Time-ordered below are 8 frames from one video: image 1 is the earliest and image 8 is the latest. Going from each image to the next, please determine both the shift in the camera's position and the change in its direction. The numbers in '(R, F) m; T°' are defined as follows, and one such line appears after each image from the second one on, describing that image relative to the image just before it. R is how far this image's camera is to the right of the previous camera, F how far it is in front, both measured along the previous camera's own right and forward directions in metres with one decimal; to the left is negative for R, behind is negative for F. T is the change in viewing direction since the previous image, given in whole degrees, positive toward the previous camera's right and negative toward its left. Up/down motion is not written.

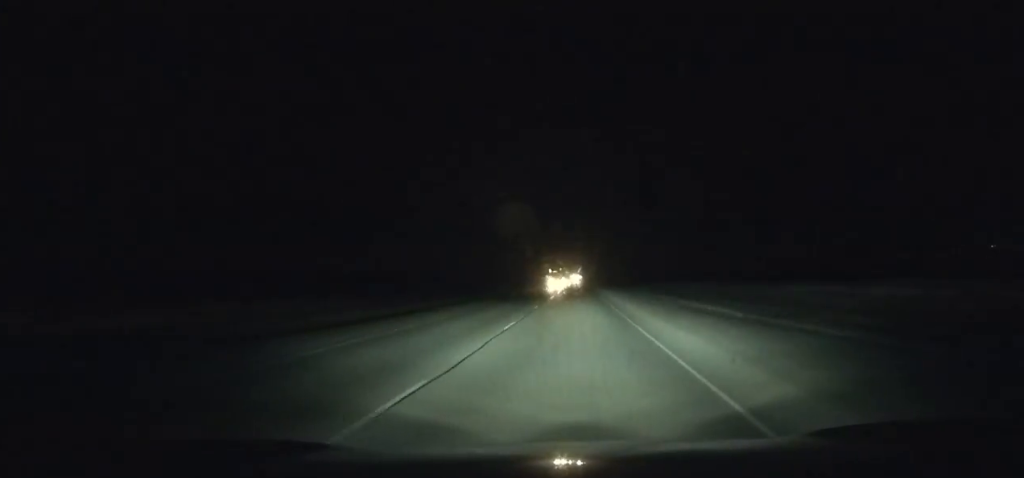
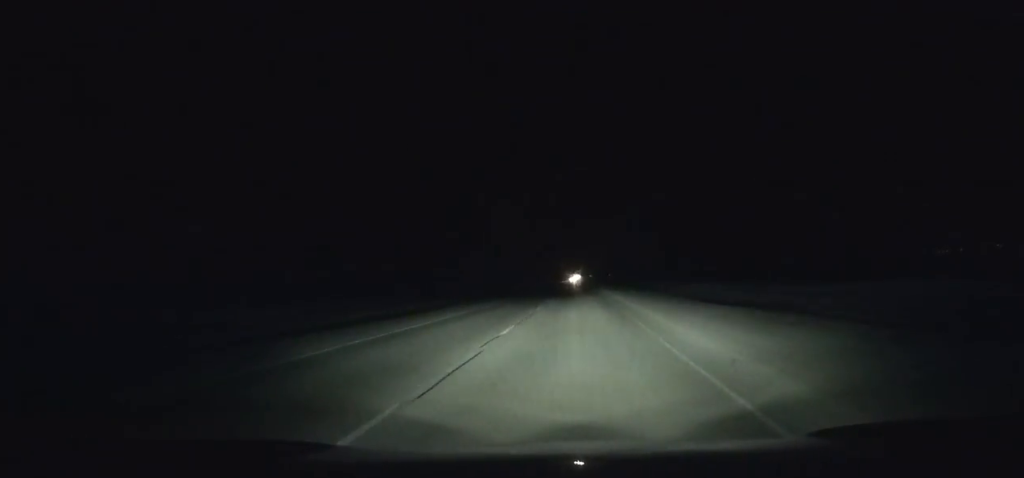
(+1.2, +294.1) m; +1°
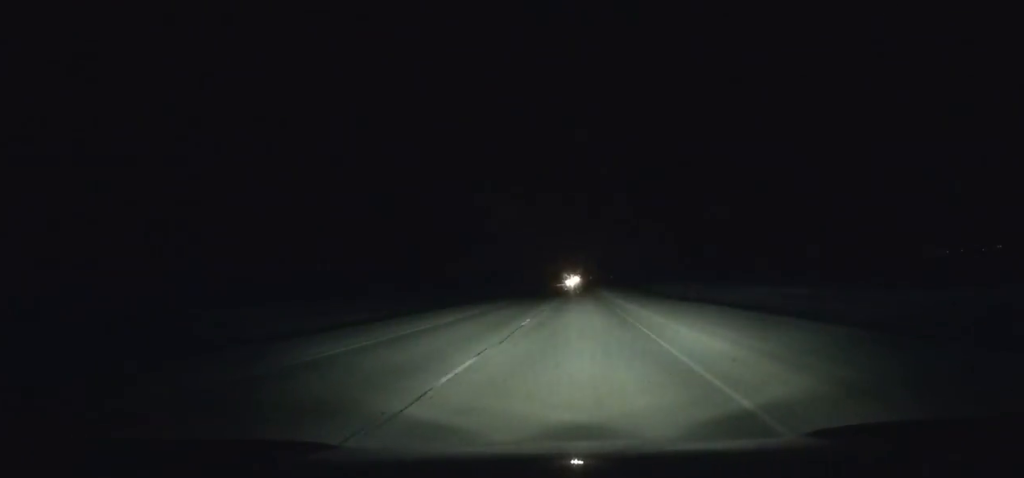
(+0.1, +43.1) m; 0°
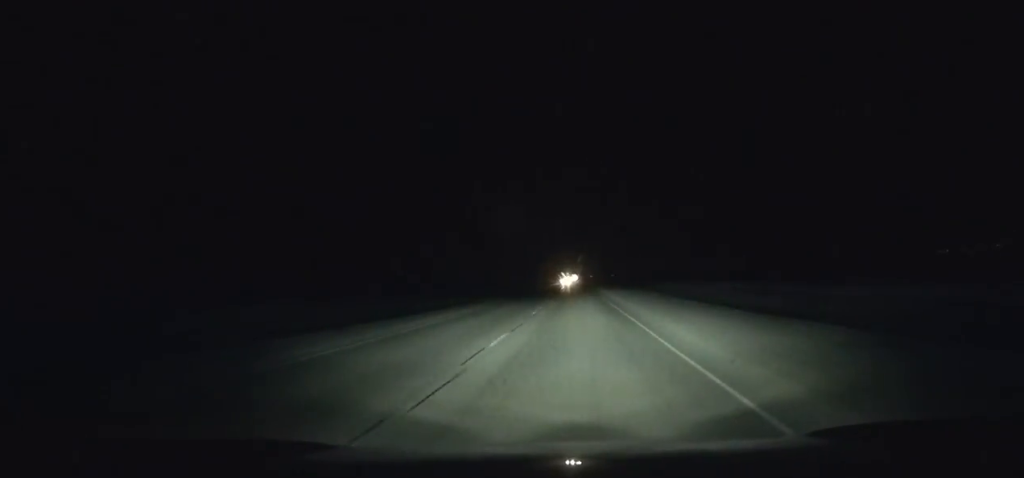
(+0.2, +43.2) m; 0°
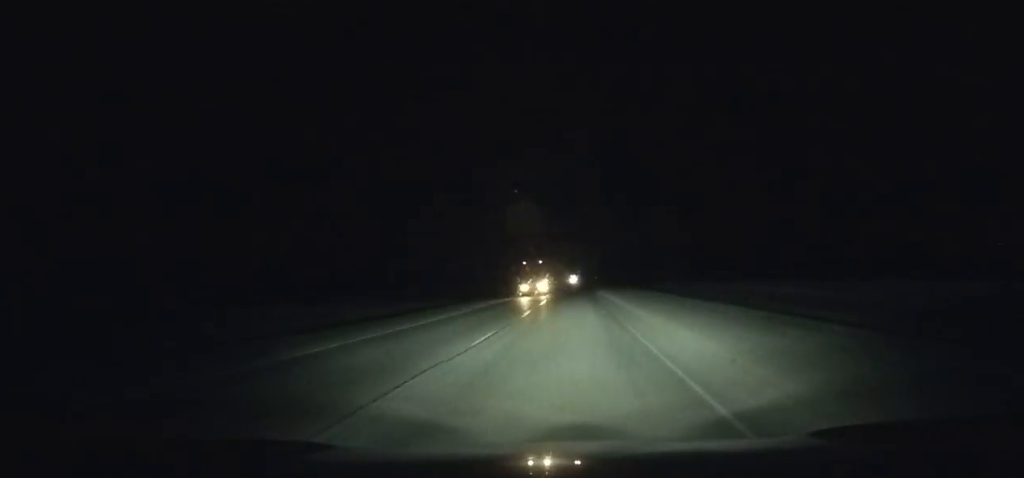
(+0.2, +83.6) m; 0°
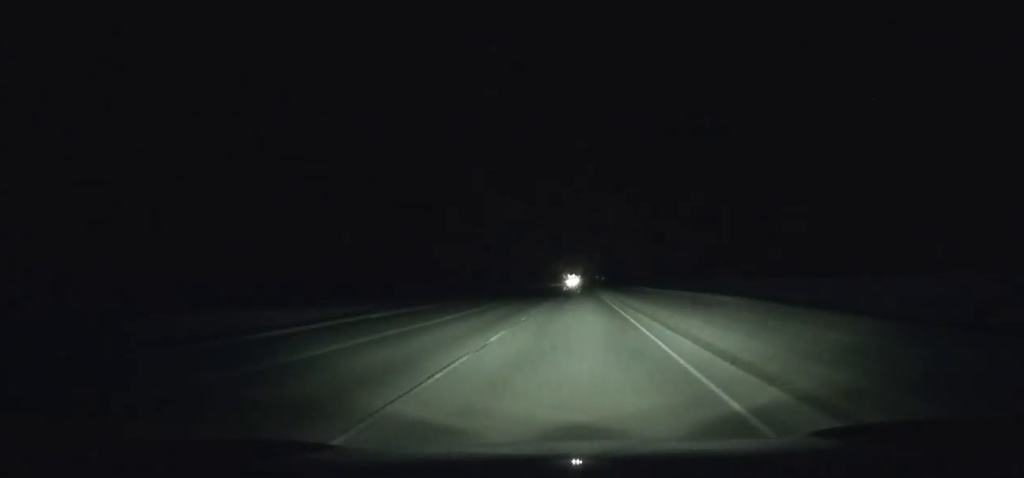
(+0.2, +108.4) m; 0°
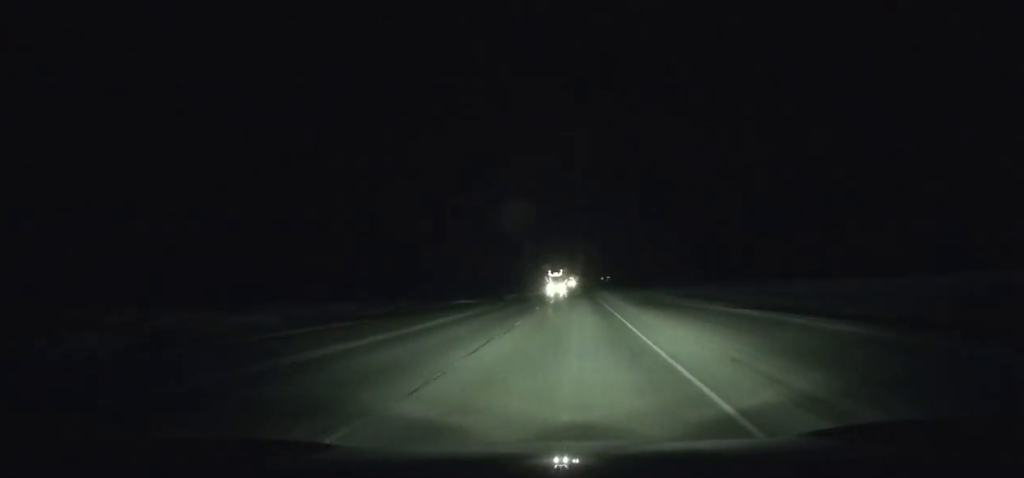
(-0.6, +89.8) m; -1°
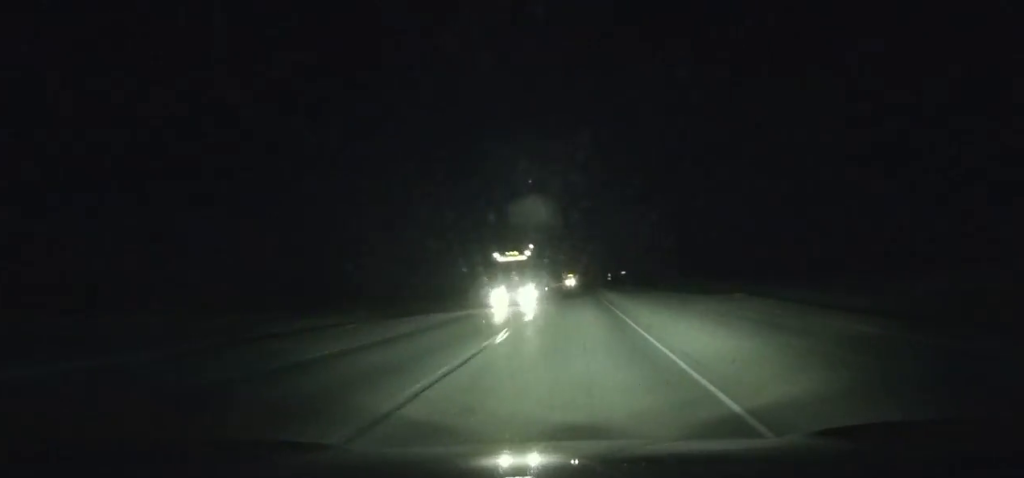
(-0.1, +43.2) m; 0°
